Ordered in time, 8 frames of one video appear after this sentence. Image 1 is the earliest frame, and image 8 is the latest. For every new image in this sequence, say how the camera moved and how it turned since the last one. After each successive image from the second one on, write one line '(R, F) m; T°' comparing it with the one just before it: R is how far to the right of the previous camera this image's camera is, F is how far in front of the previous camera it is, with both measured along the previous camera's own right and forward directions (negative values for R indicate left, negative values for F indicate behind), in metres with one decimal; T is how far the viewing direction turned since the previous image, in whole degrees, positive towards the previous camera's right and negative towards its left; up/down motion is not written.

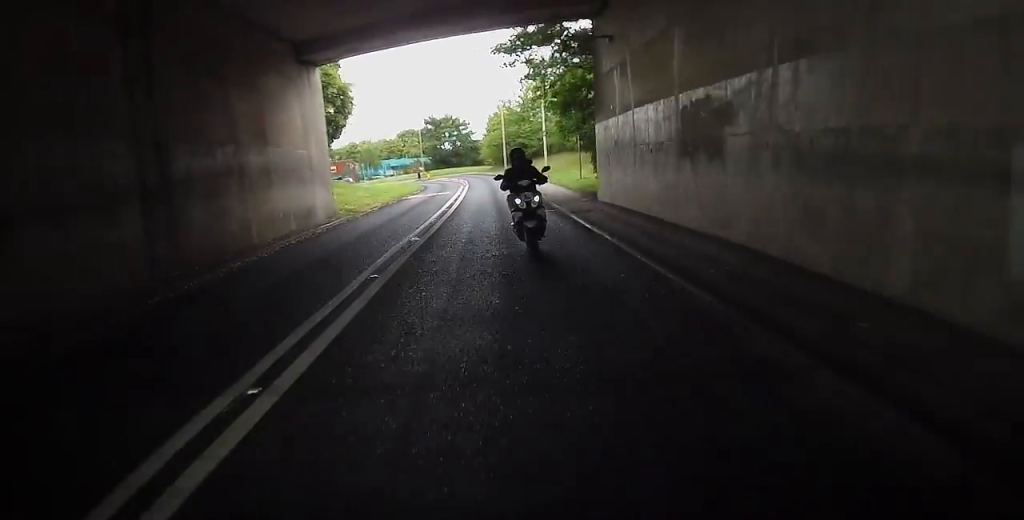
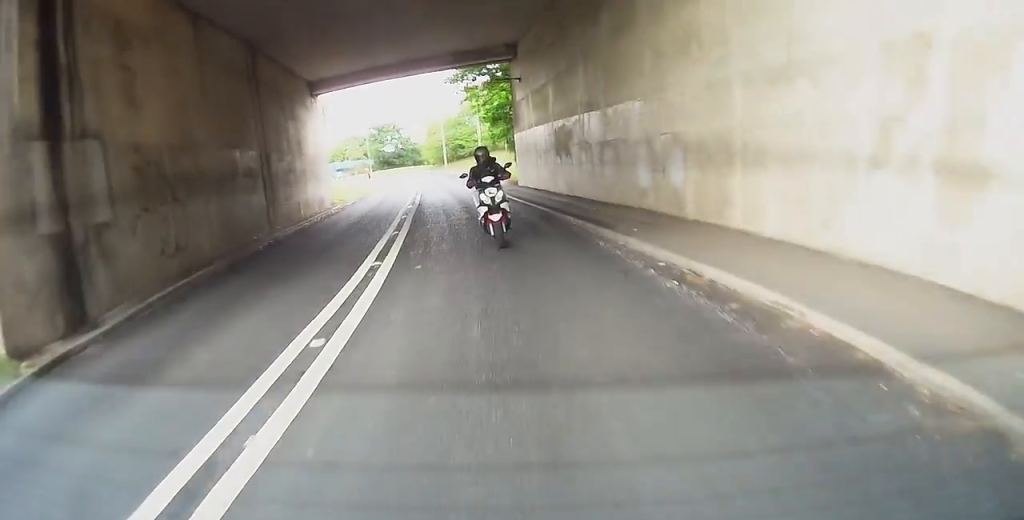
(-0.1, +10.6) m; +4°
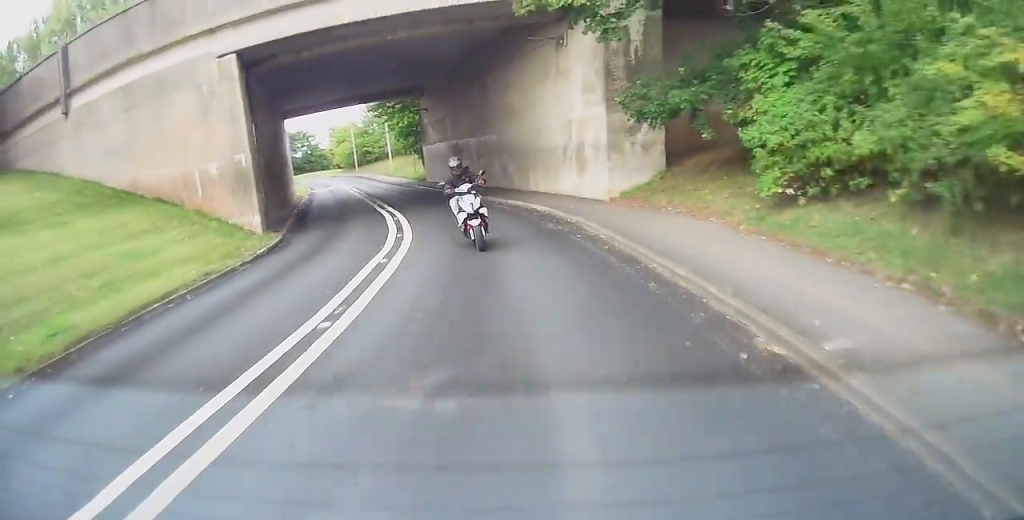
(+1.5, +14.9) m; +11°
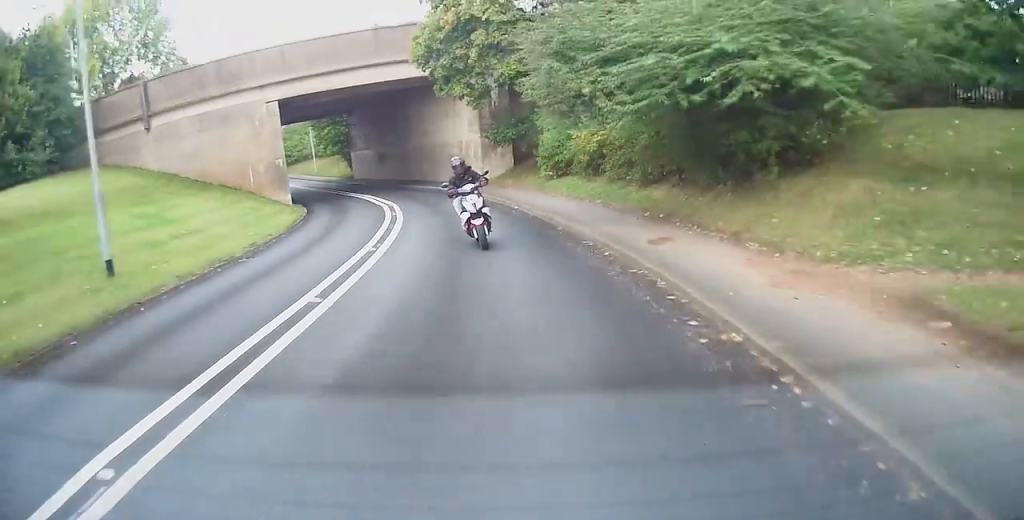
(+2.4, +15.6) m; +15°
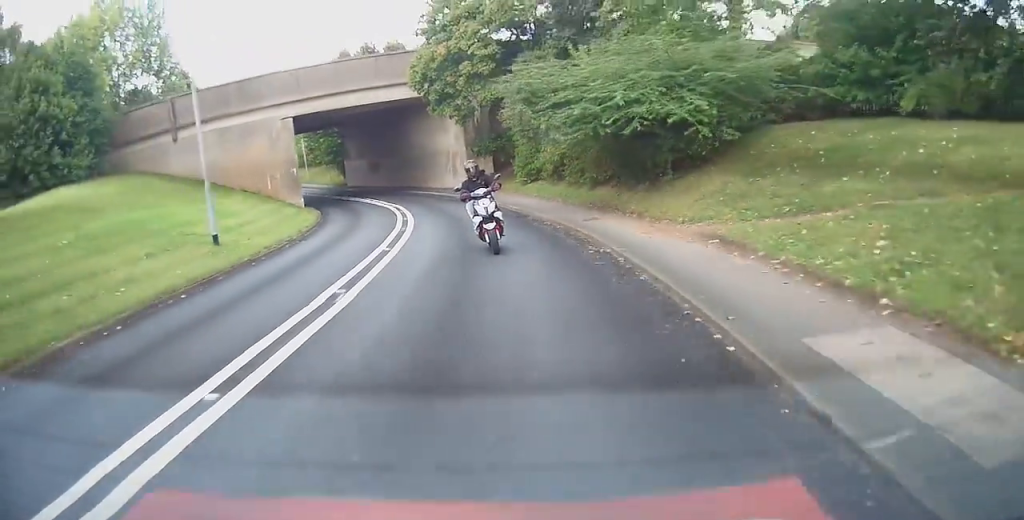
(+0.3, +5.9) m; +3°
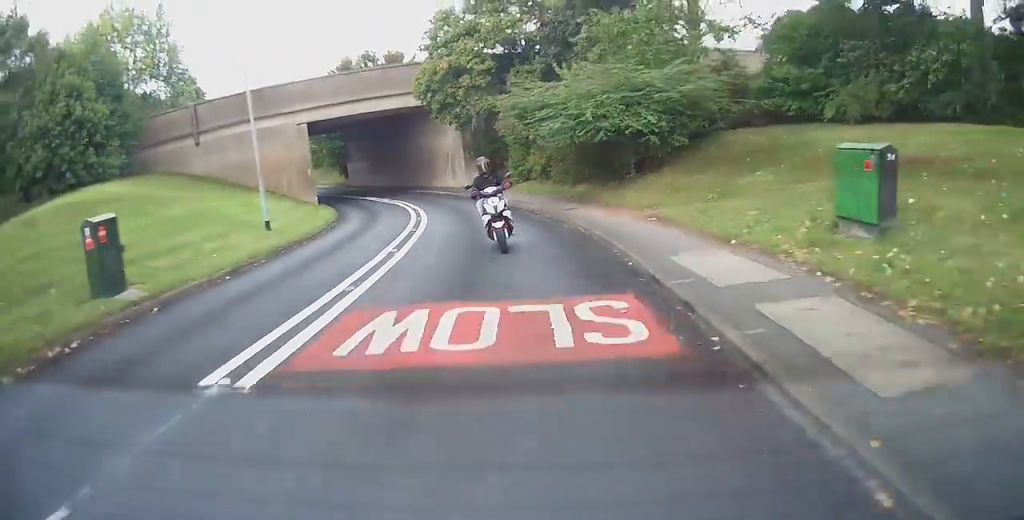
(0.0, +4.2) m; +1°
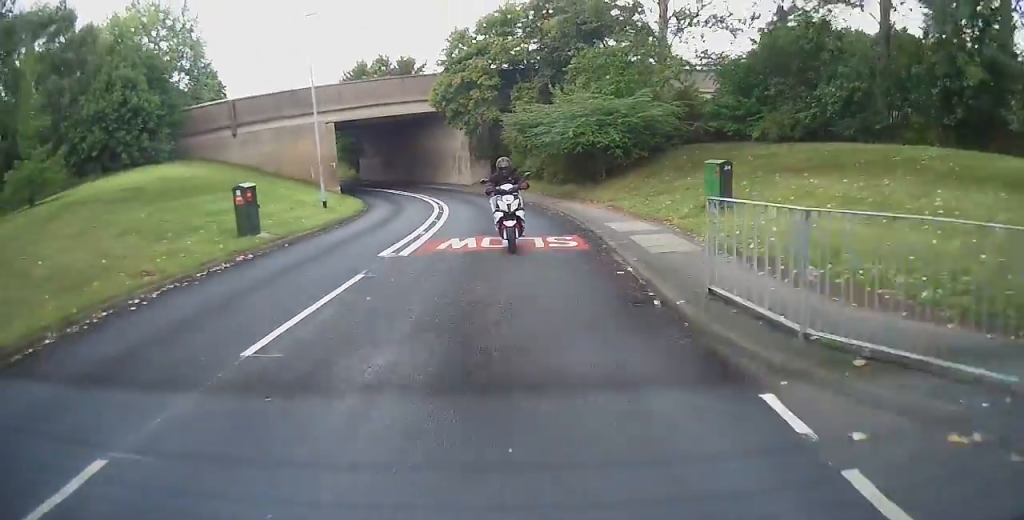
(+0.1, +6.5) m; +3°
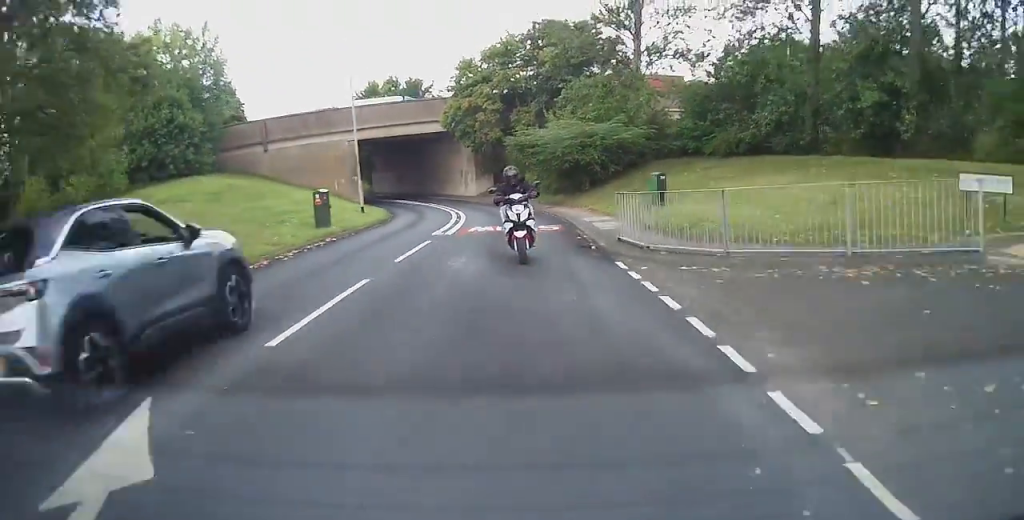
(+0.2, +6.2) m; +3°
